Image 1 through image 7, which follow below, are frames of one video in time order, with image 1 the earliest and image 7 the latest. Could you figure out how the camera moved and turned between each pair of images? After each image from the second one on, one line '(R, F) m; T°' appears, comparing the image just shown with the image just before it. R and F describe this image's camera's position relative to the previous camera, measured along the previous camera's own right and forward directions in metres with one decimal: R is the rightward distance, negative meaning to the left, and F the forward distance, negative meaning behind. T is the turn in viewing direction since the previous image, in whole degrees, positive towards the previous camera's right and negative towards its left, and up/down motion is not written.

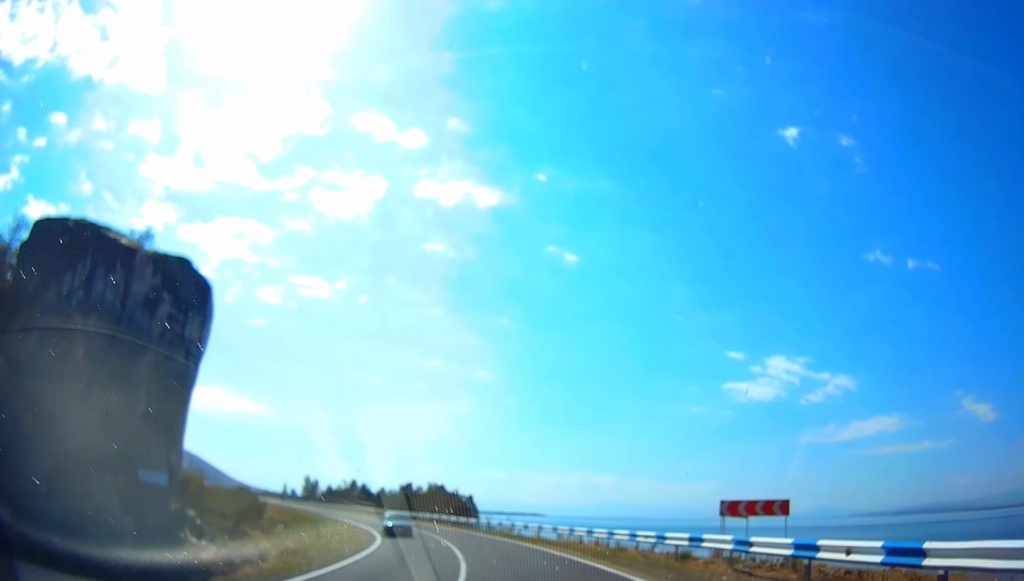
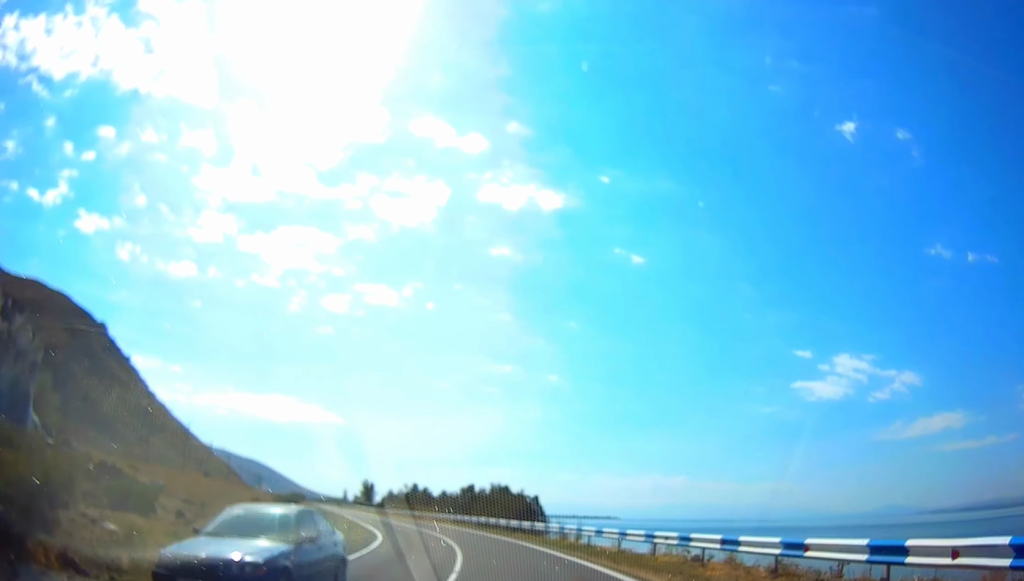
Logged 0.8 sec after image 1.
(-0.7, +14.1) m; -6°
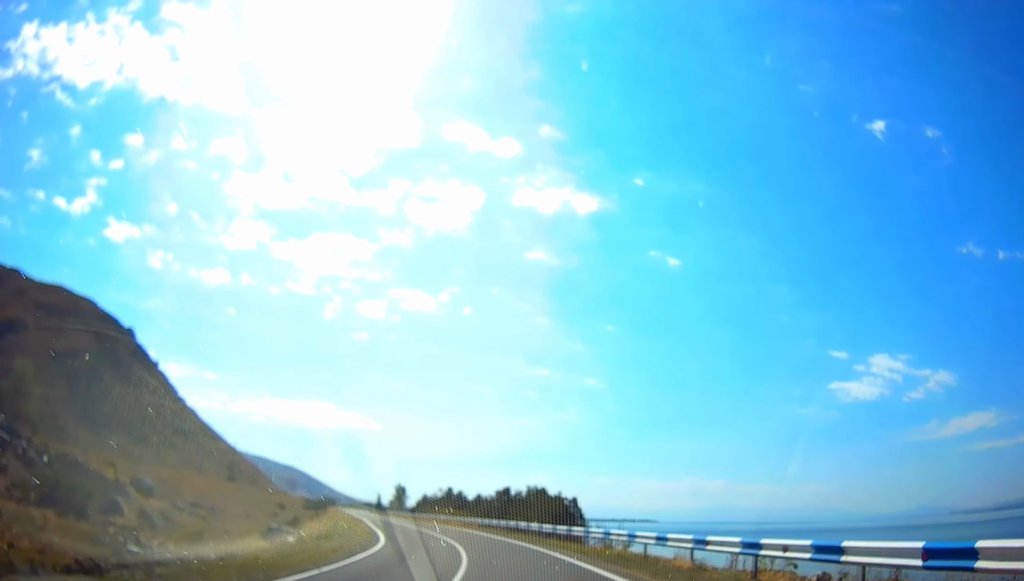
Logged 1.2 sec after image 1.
(+0.1, +7.2) m; -3°
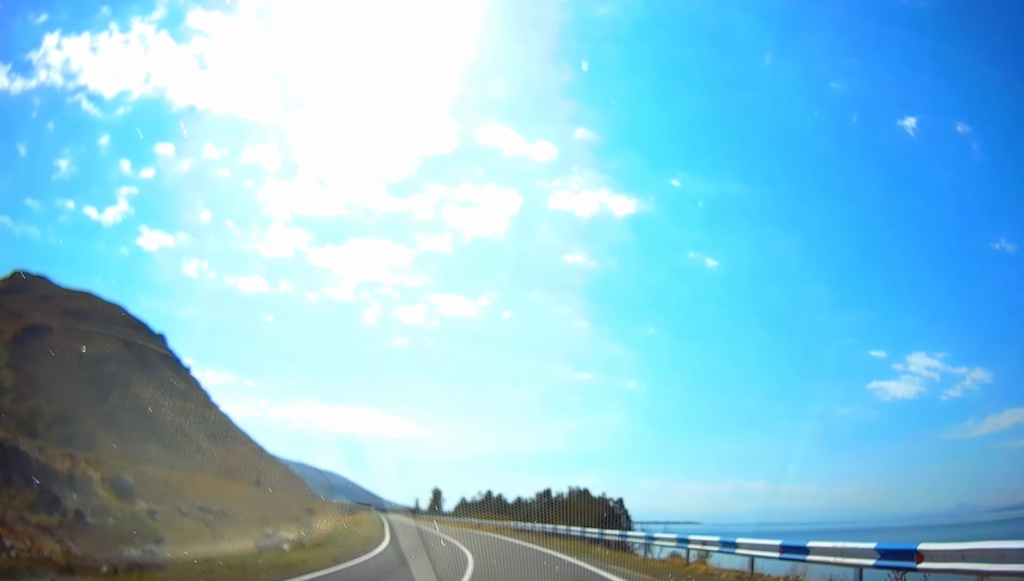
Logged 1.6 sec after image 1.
(-0.6, +7.8) m; -3°
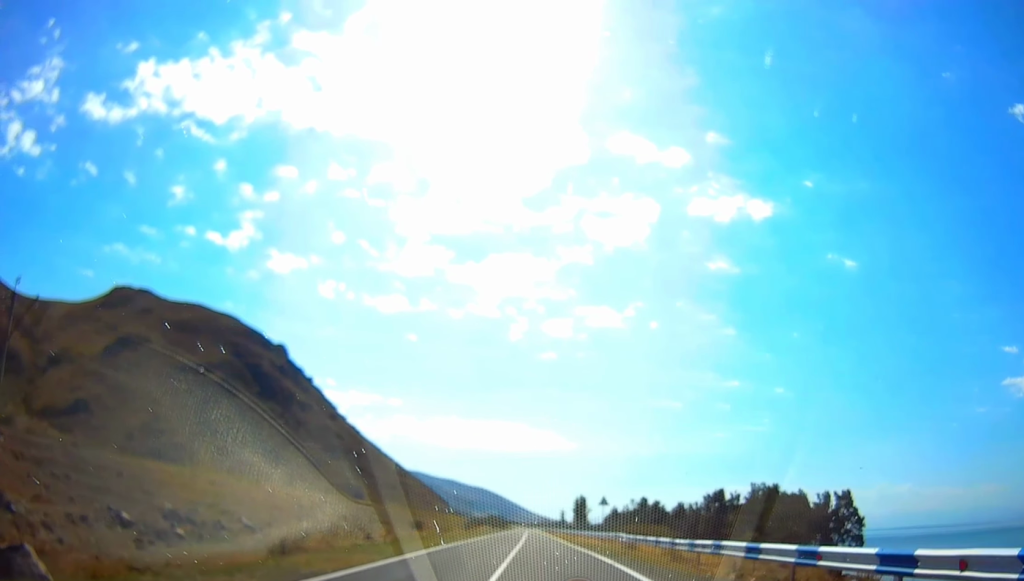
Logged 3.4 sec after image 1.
(-3.4, +31.7) m; -13°
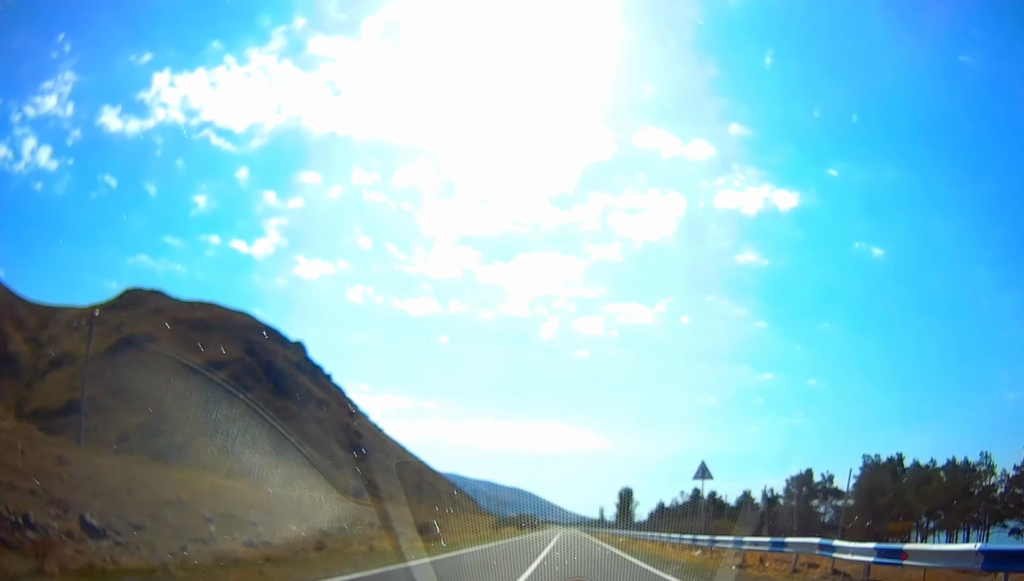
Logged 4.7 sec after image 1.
(-2.0, +24.7) m; -5°
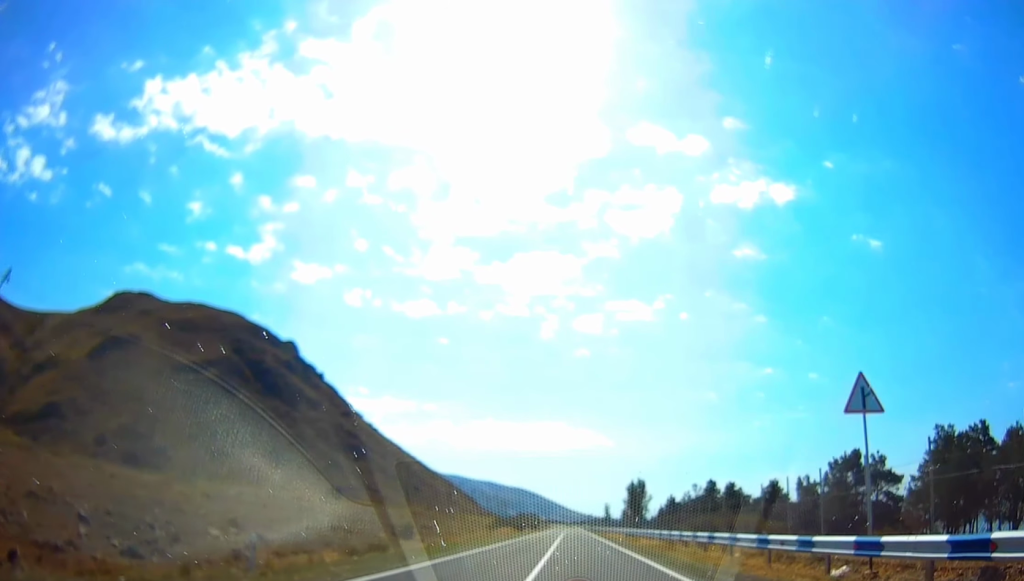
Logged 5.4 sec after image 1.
(0.0, +13.9) m; -1°
